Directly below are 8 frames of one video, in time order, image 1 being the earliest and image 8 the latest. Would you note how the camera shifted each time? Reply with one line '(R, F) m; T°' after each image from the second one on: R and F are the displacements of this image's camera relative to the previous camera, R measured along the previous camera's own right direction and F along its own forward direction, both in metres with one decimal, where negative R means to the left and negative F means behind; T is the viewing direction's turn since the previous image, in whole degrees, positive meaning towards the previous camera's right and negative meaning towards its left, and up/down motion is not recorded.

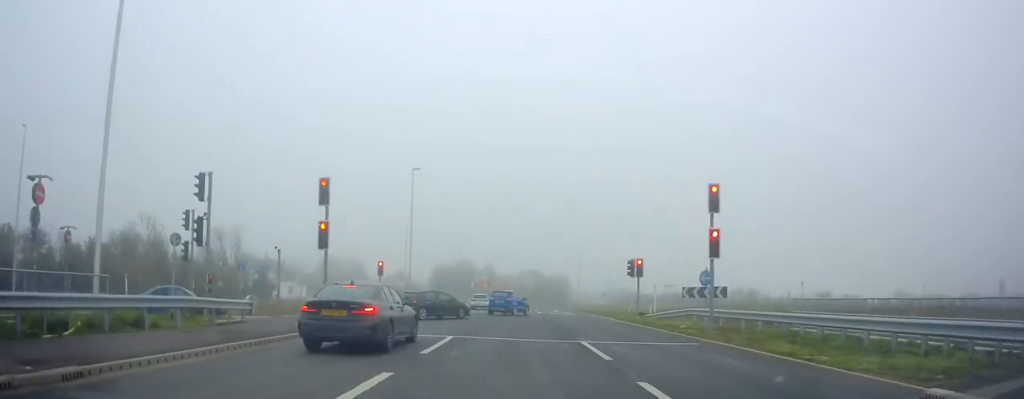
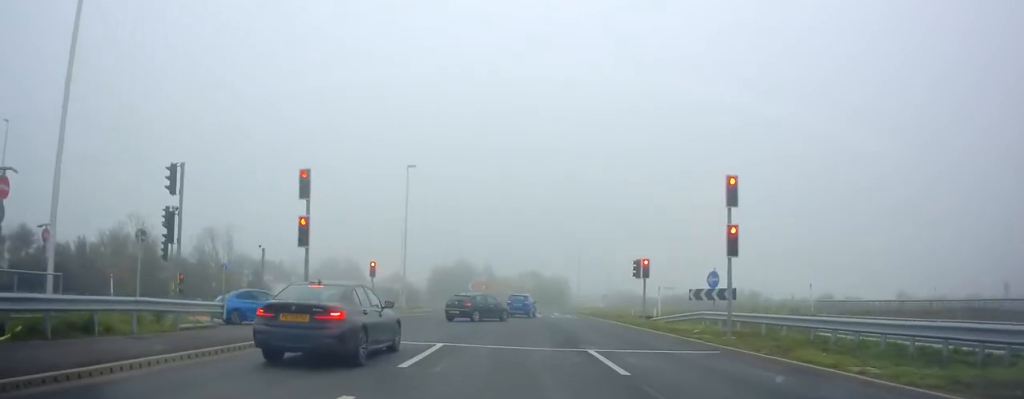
(-0.1, +1.9) m; +1°
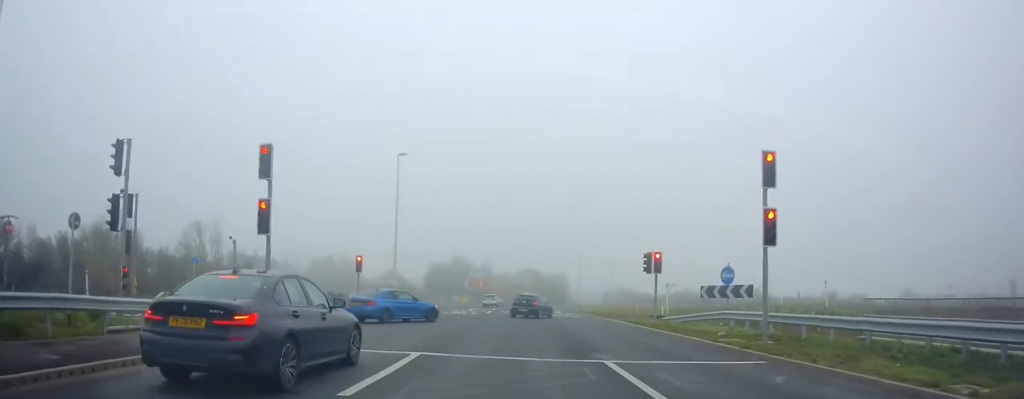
(+0.1, +2.9) m; +3°
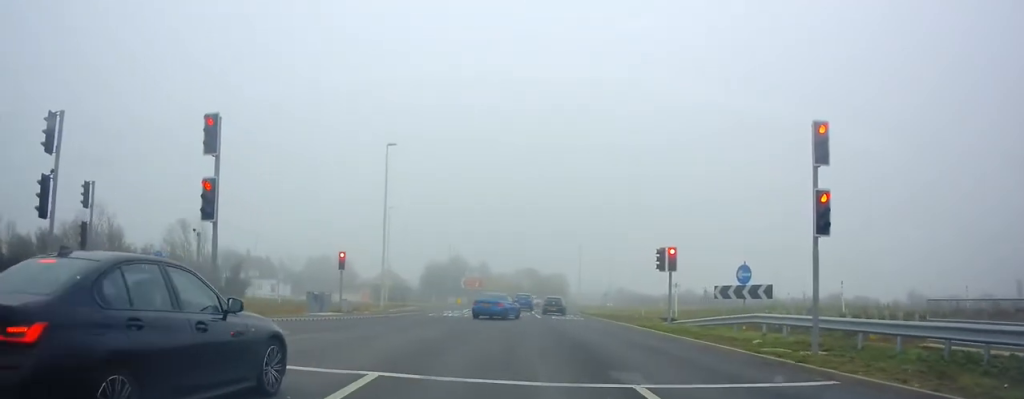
(0.0, +2.8) m; +1°
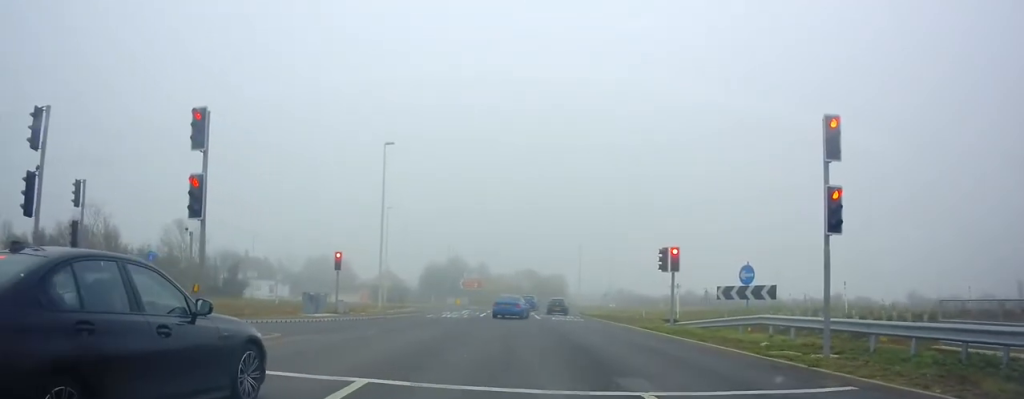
(0.0, +0.4) m; 0°
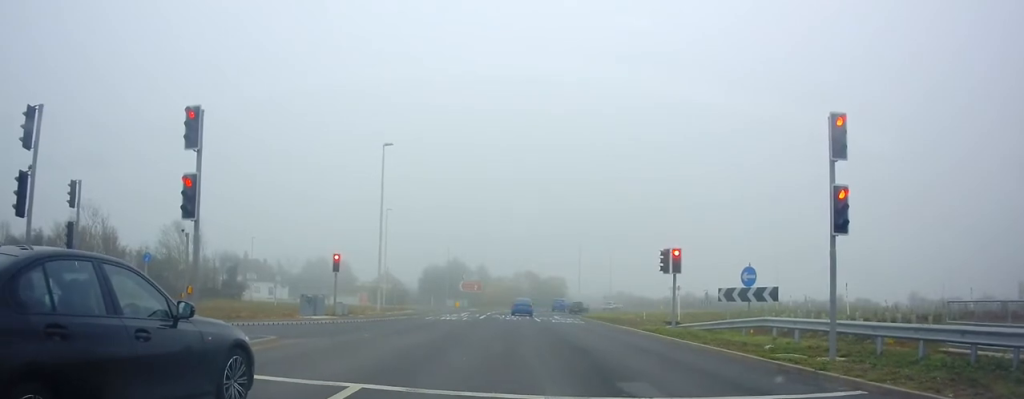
(-0.1, +0.5) m; 0°
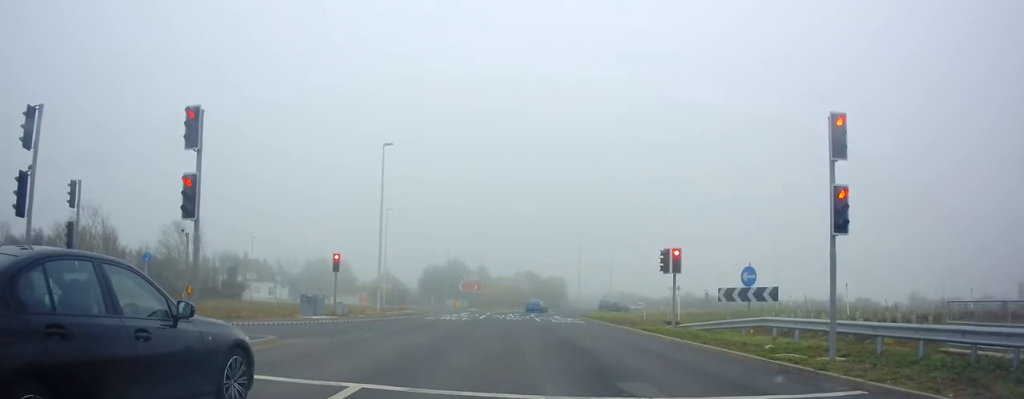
(-0.1, +0.3) m; 0°
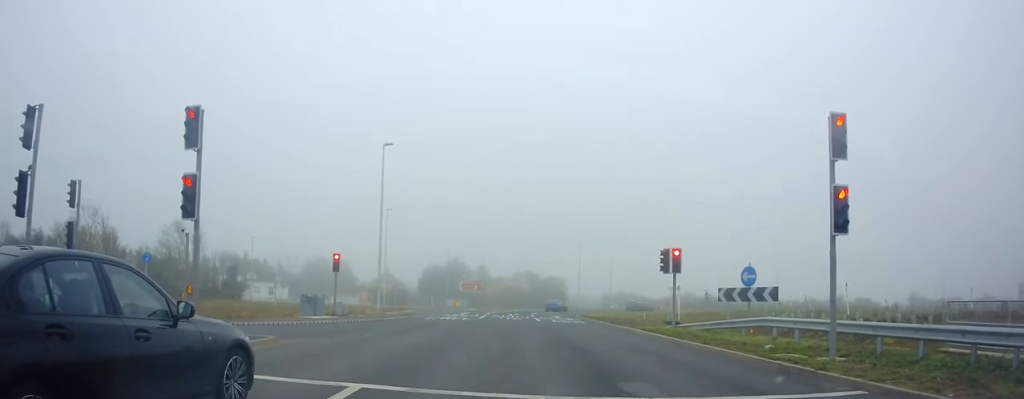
(0.0, 0.0) m; 0°
